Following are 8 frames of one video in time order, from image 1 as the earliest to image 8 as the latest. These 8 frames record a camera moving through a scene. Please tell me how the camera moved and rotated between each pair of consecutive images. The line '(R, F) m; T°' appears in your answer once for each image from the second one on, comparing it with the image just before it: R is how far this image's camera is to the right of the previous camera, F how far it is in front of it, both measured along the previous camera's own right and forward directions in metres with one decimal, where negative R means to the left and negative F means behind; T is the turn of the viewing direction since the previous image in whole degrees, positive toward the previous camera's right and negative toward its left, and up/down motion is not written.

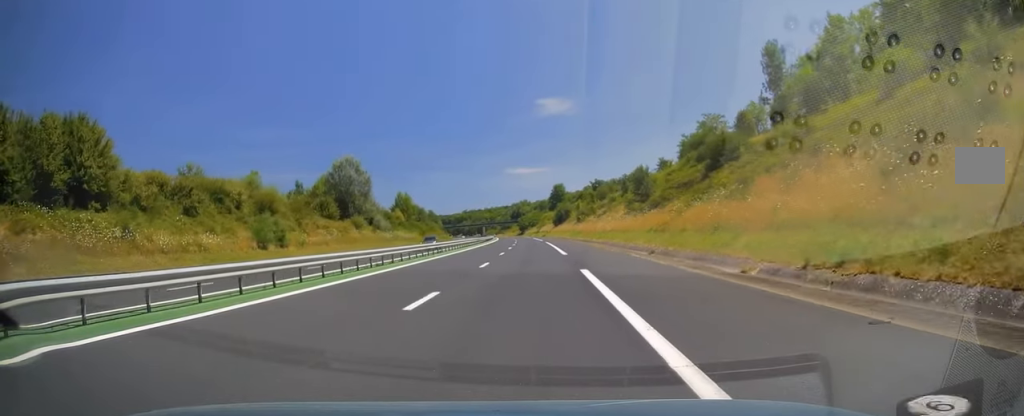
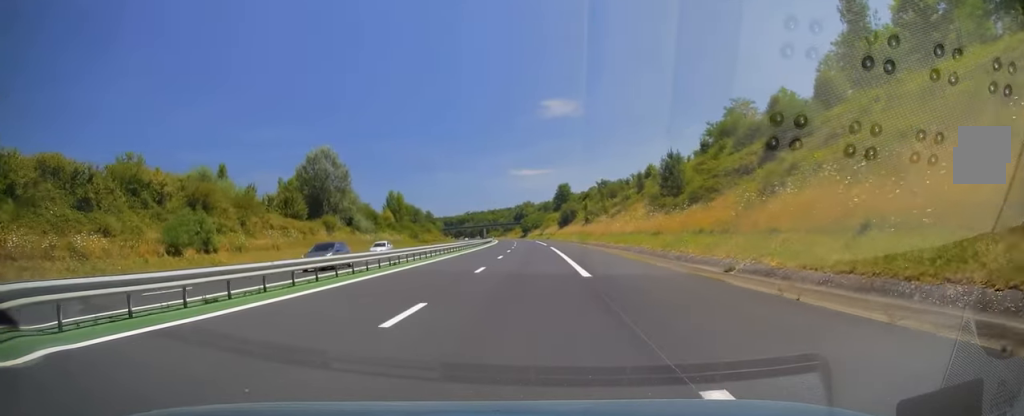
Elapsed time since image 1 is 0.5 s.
(-0.1, +14.7) m; 0°
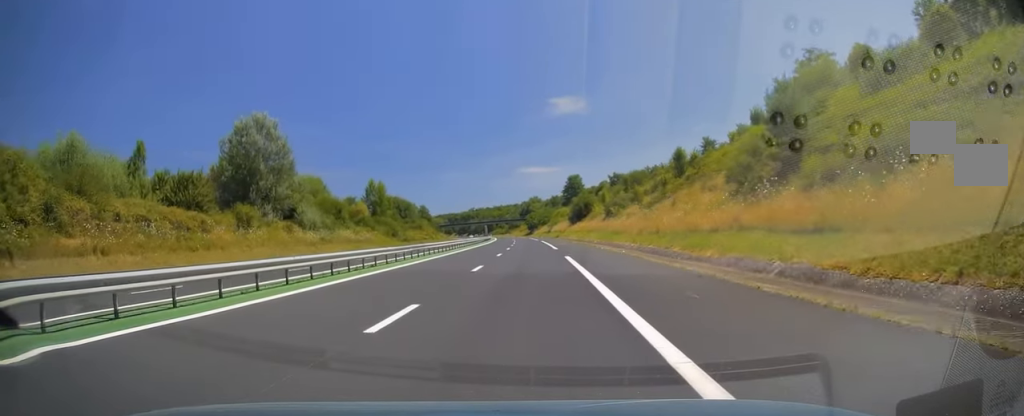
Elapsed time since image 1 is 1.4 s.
(-0.1, +26.5) m; -1°
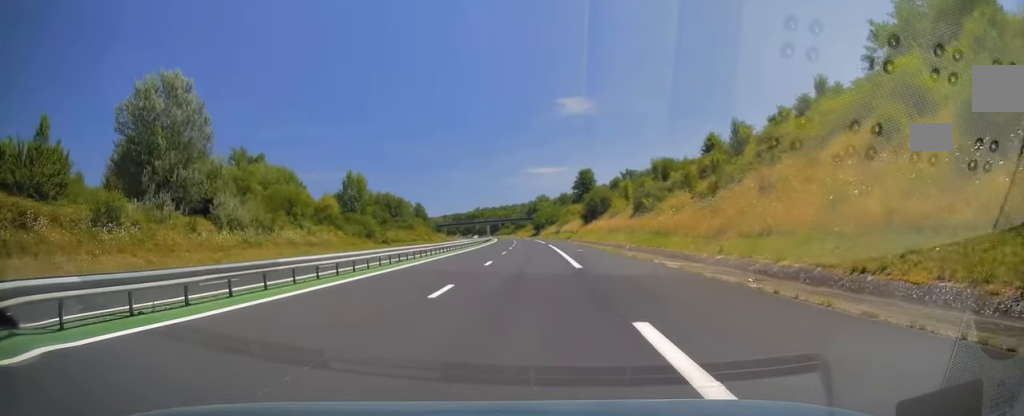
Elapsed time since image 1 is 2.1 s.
(-0.3, +21.5) m; -1°
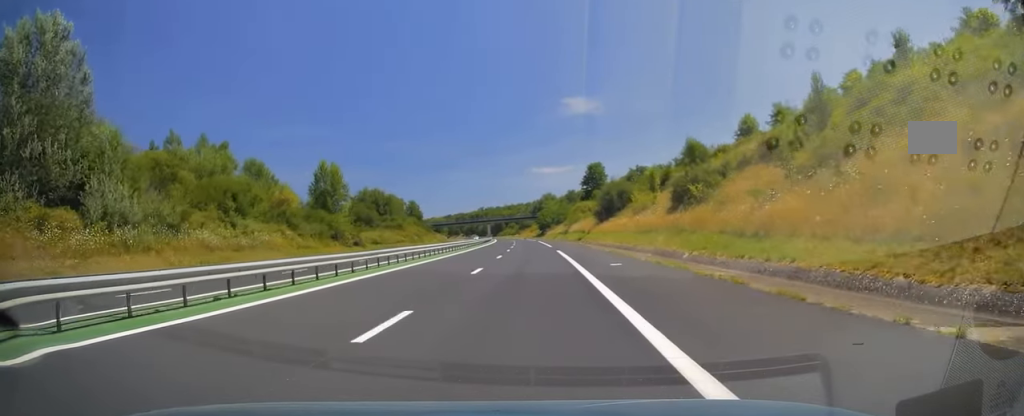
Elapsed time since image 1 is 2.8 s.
(-0.2, +18.1) m; -1°
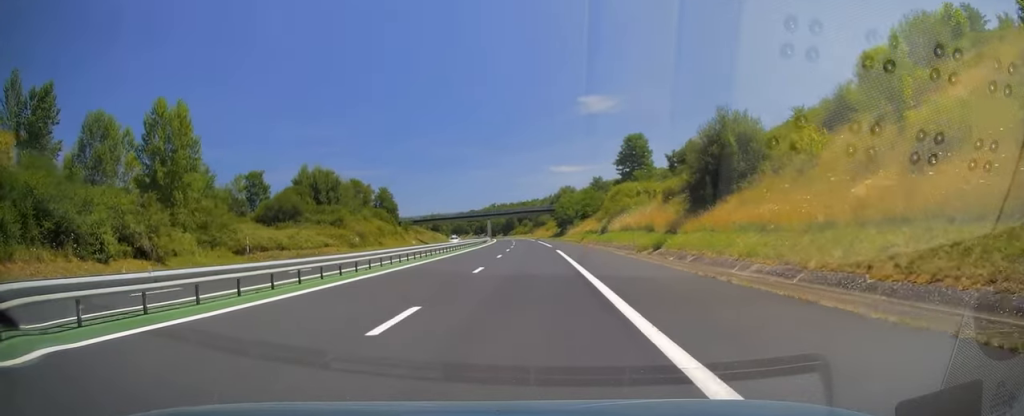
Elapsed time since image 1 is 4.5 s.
(-0.4, +51.5) m; -1°
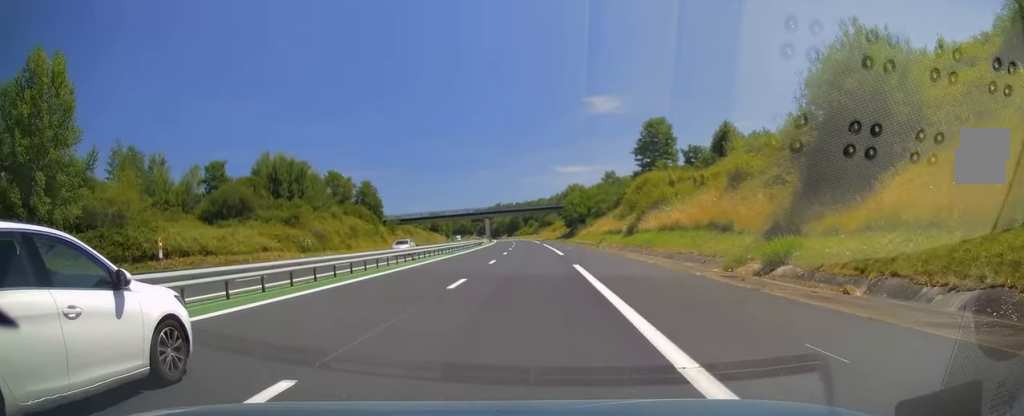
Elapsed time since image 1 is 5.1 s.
(+0.1, +18.6) m; -1°
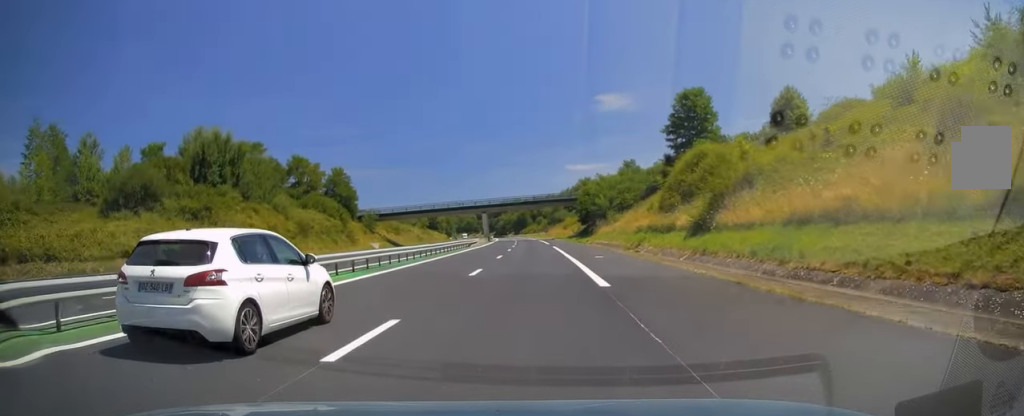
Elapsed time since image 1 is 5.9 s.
(-0.3, +22.0) m; -1°
